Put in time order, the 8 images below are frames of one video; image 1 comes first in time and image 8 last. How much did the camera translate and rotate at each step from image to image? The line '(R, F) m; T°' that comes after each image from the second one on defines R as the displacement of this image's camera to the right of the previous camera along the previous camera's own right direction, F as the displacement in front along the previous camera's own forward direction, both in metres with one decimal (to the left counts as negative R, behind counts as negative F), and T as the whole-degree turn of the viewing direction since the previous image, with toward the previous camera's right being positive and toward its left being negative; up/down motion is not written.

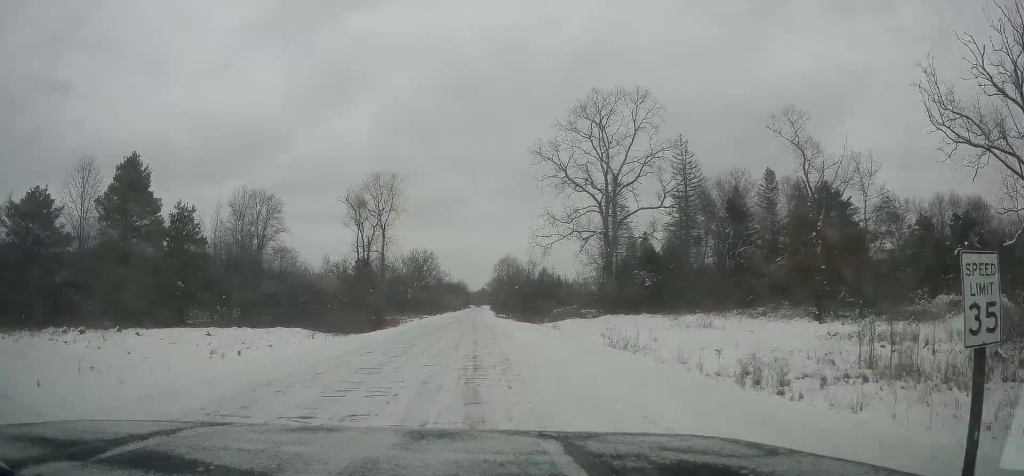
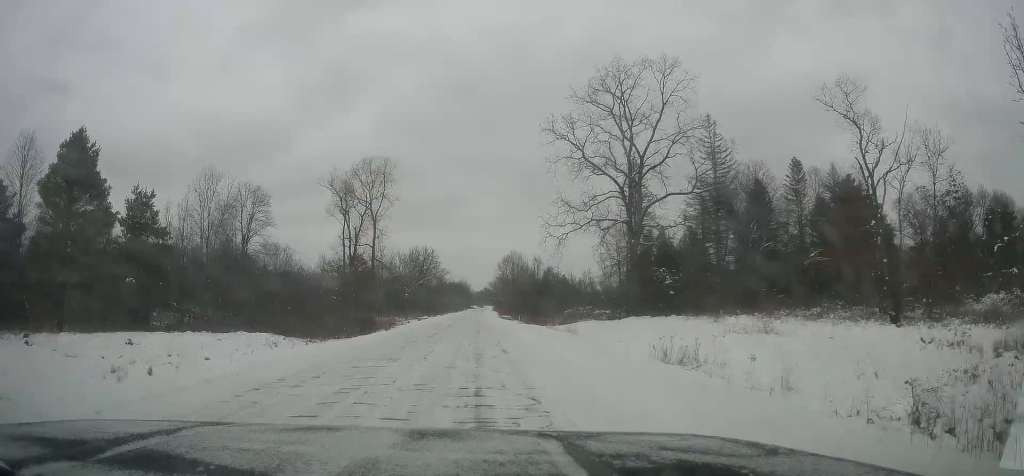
(0.0, +7.2) m; -2°
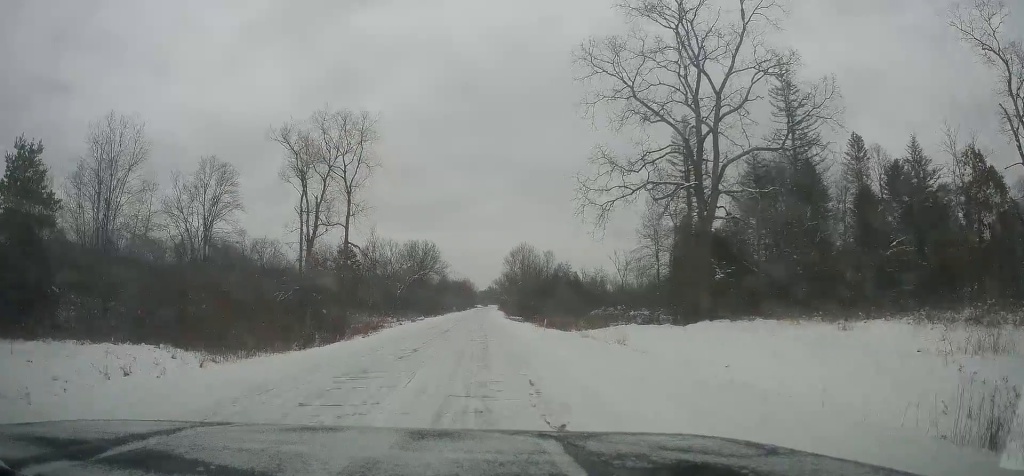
(-0.5, +13.7) m; -1°
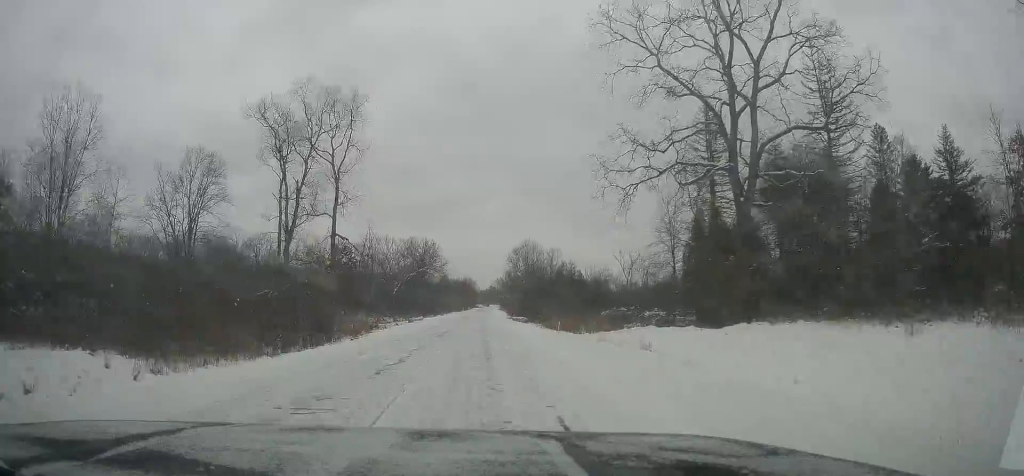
(+0.1, +4.5) m; 0°
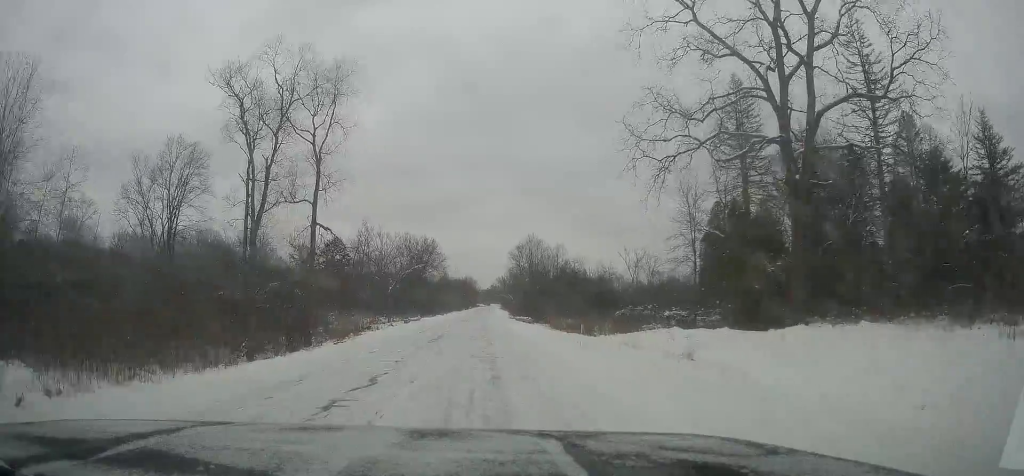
(+0.3, +5.2) m; 0°
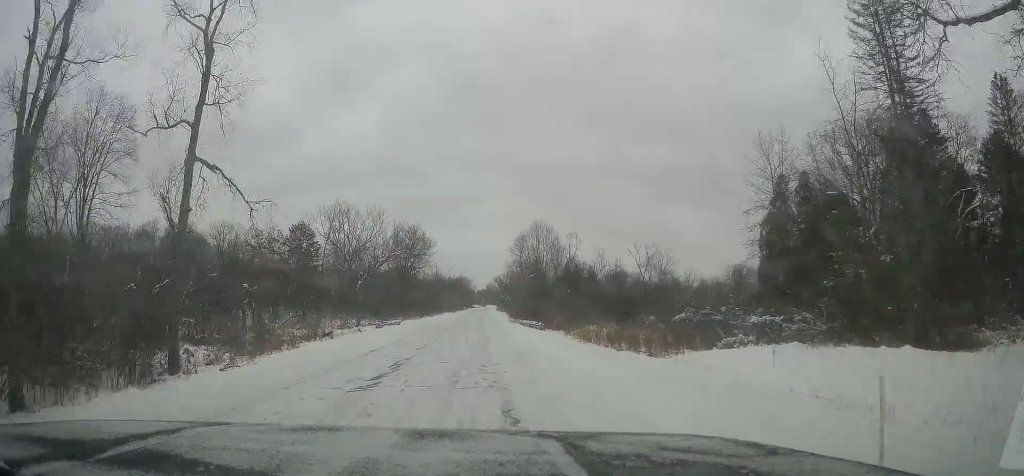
(-0.3, +15.9) m; +1°
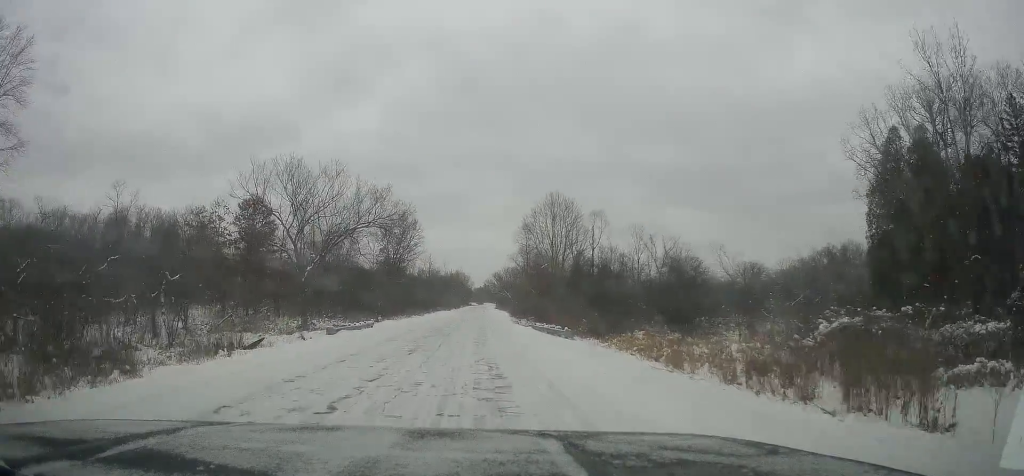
(+0.5, +16.4) m; 0°
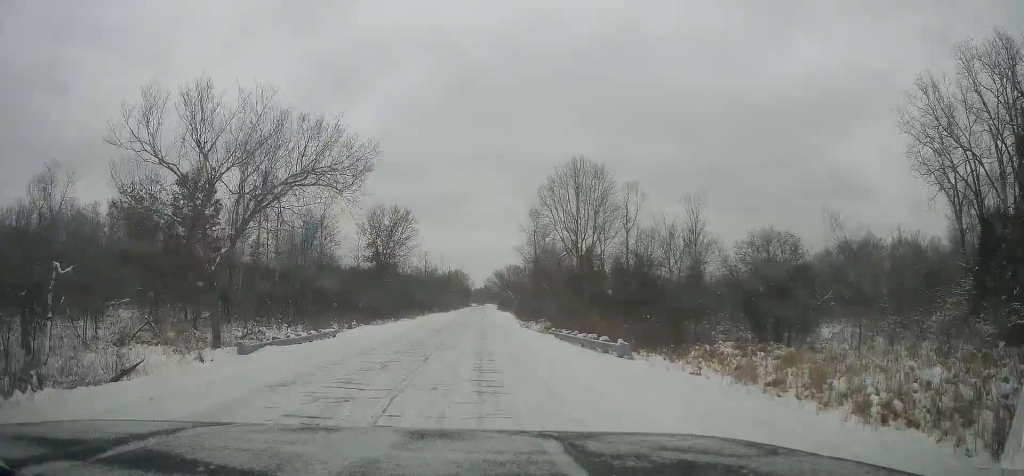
(-0.5, +13.6) m; 0°
